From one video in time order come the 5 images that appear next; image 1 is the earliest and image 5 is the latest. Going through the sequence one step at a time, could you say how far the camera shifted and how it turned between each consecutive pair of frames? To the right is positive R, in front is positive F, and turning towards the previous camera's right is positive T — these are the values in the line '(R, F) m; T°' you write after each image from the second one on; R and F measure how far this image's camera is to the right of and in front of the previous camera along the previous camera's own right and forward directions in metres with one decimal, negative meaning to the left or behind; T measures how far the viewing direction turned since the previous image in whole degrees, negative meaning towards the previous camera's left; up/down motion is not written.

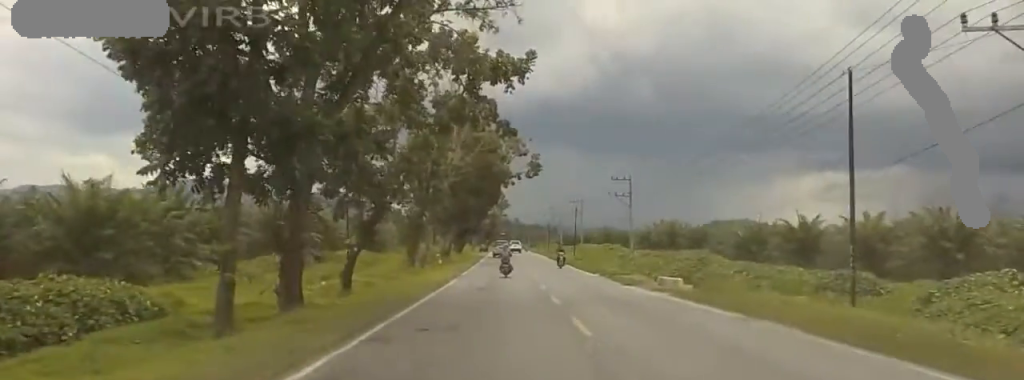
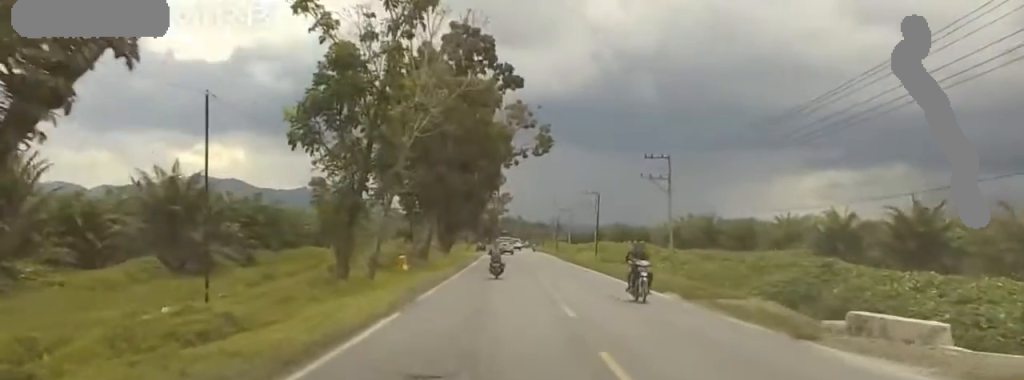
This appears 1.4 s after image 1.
(+0.3, +11.6) m; 0°
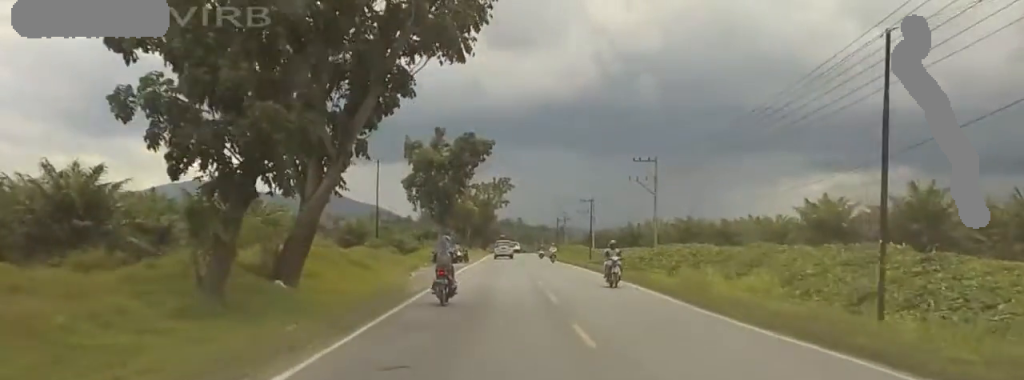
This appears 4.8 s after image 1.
(+1.3, +29.1) m; +5°
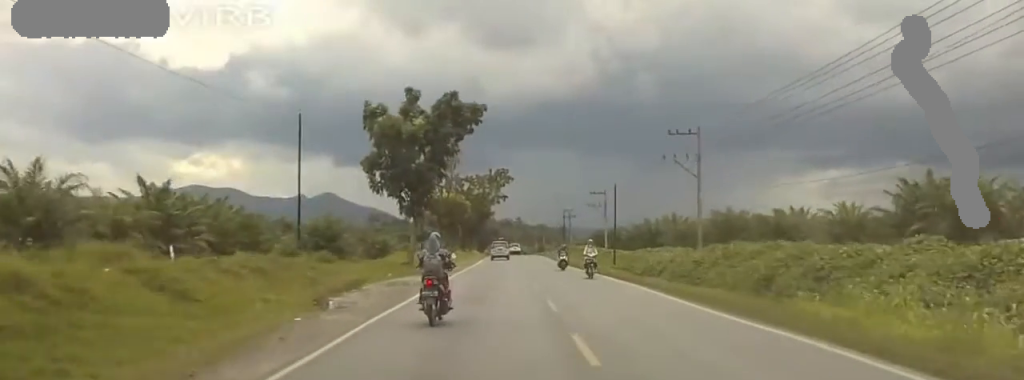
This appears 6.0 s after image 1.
(-0.3, +9.7) m; -4°
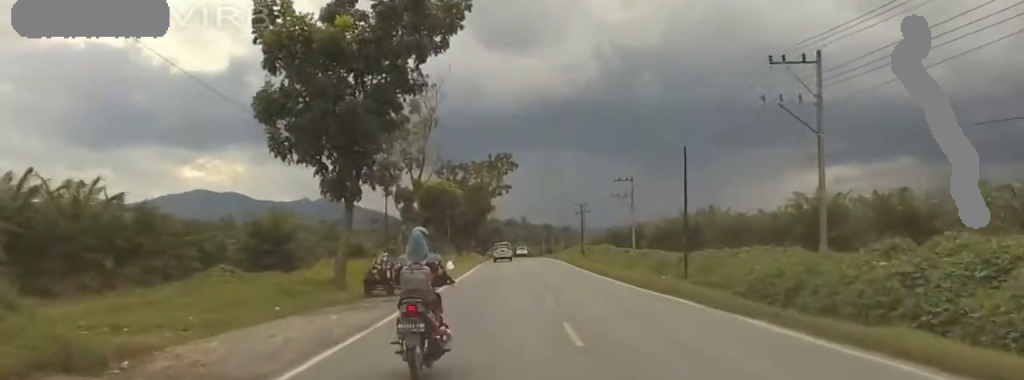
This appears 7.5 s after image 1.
(+0.3, +11.8) m; 0°
